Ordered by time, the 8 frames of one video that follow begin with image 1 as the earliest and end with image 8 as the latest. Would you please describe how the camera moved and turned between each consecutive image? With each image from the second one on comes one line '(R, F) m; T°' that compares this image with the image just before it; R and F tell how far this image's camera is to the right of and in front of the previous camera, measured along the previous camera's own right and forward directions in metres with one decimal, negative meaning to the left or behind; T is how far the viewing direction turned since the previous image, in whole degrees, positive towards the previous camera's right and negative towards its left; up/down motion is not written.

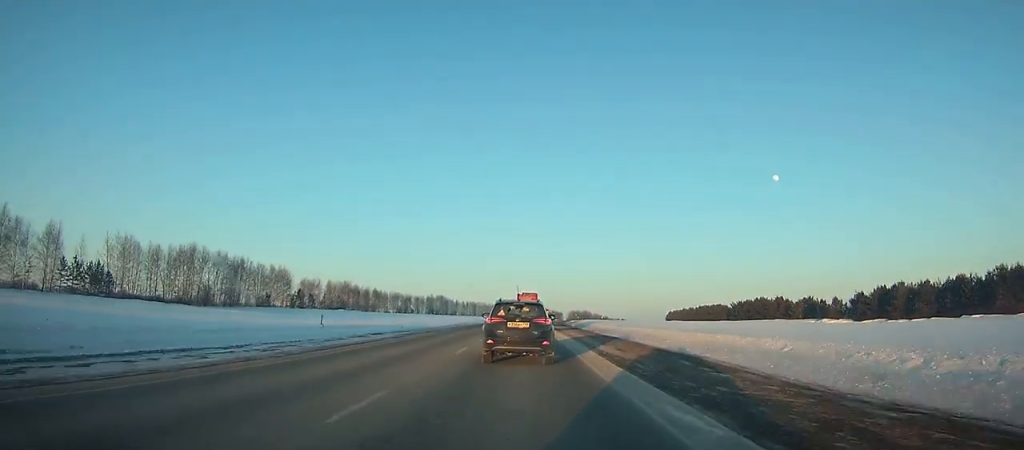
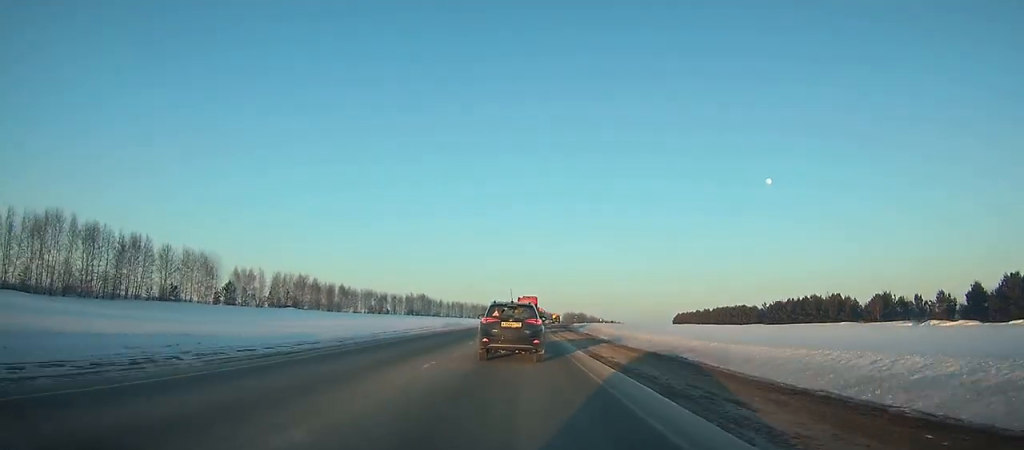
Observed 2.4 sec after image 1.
(-0.1, +41.5) m; 0°
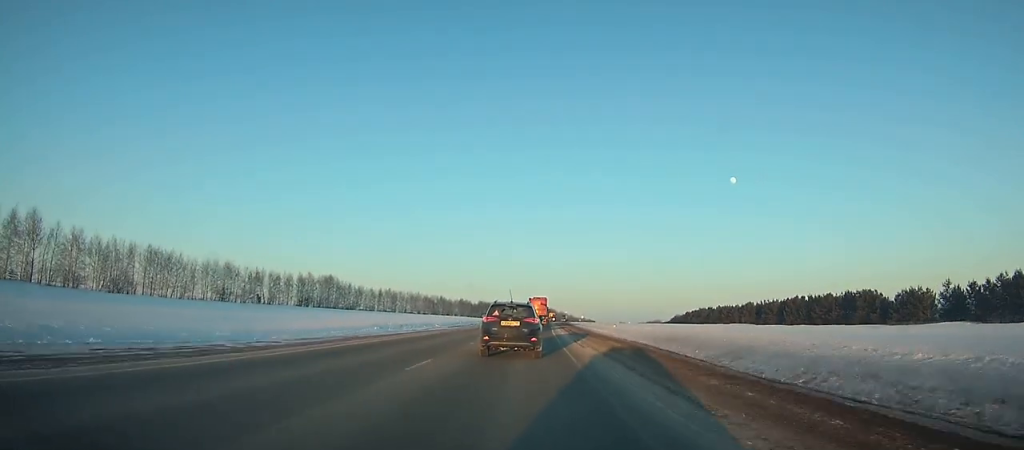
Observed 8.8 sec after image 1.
(+2.8, +109.1) m; +4°
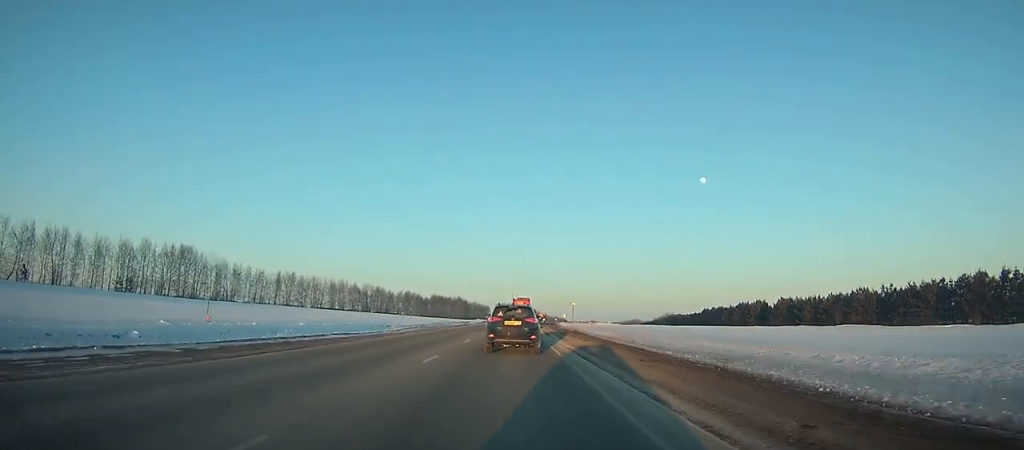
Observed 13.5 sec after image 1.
(+2.0, +80.4) m; +3°
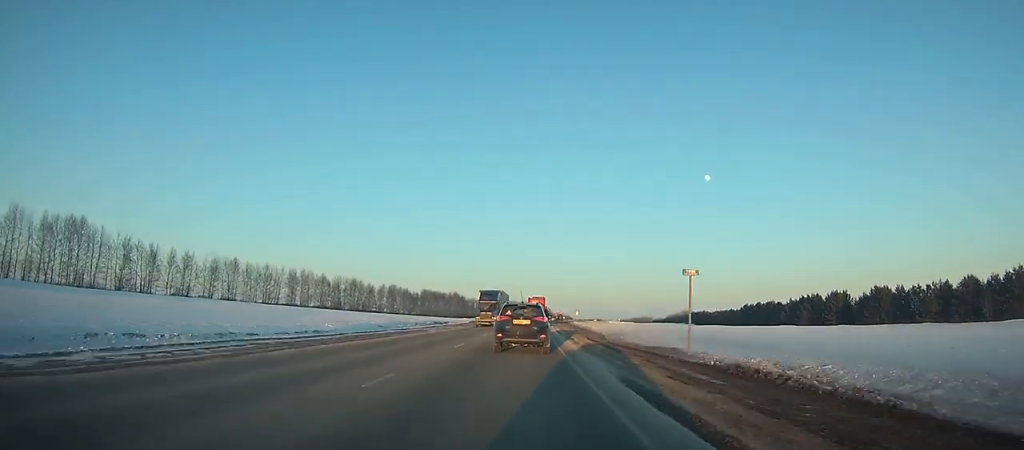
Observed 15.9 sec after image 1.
(+0.3, +41.0) m; +1°
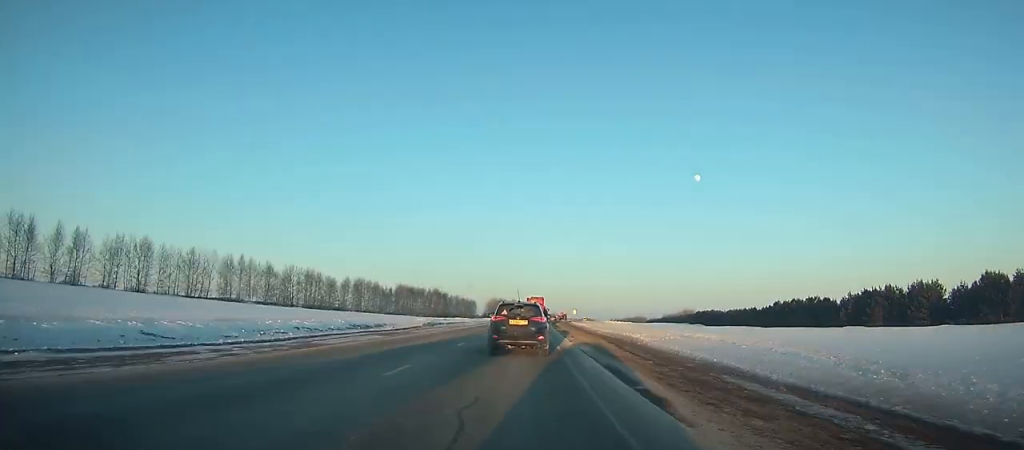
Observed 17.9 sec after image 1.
(+0.3, +34.0) m; +1°
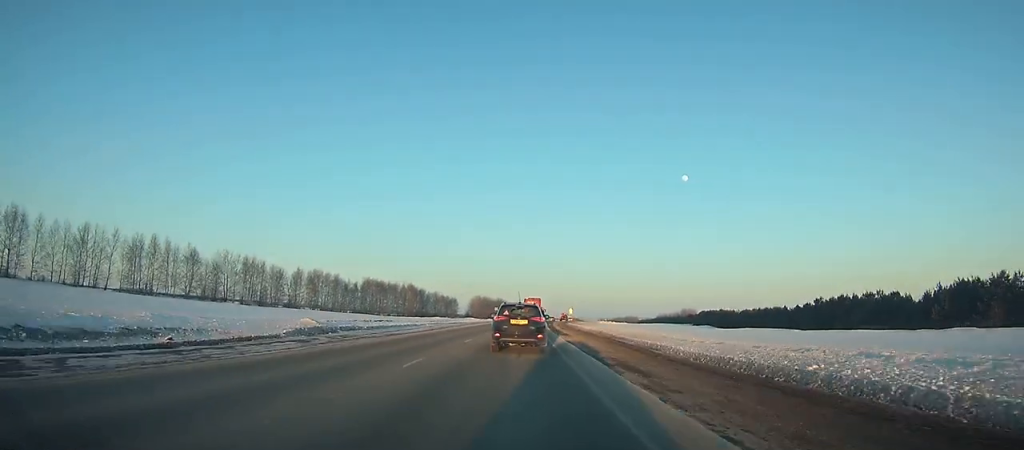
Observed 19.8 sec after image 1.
(+0.1, +32.3) m; +1°
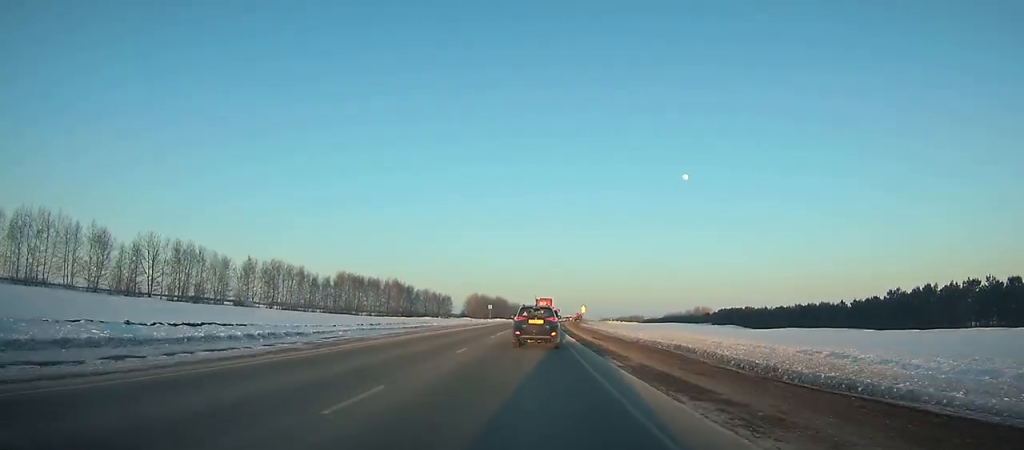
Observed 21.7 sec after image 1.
(+0.2, +32.3) m; +1°
